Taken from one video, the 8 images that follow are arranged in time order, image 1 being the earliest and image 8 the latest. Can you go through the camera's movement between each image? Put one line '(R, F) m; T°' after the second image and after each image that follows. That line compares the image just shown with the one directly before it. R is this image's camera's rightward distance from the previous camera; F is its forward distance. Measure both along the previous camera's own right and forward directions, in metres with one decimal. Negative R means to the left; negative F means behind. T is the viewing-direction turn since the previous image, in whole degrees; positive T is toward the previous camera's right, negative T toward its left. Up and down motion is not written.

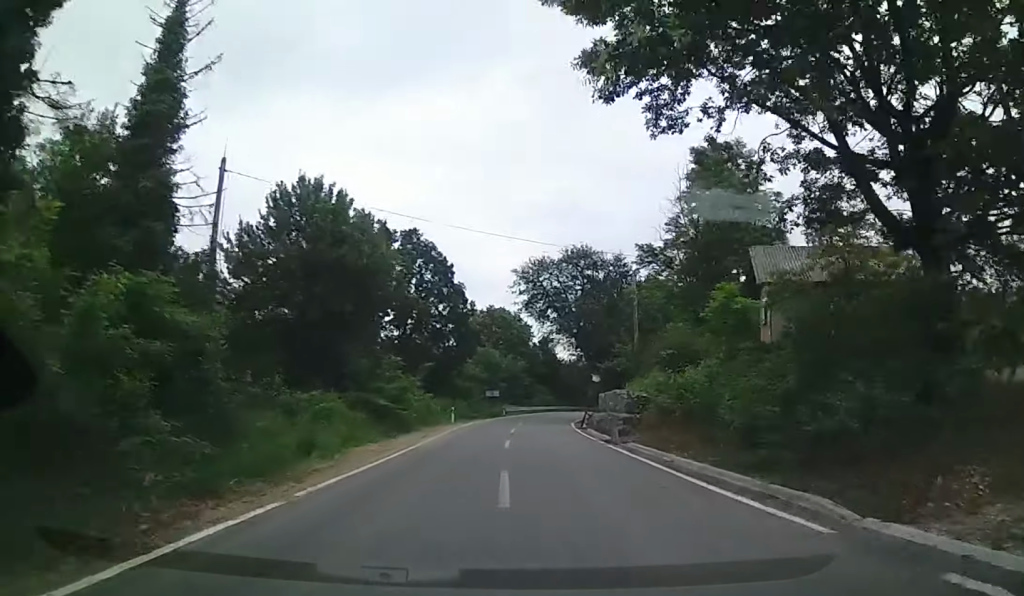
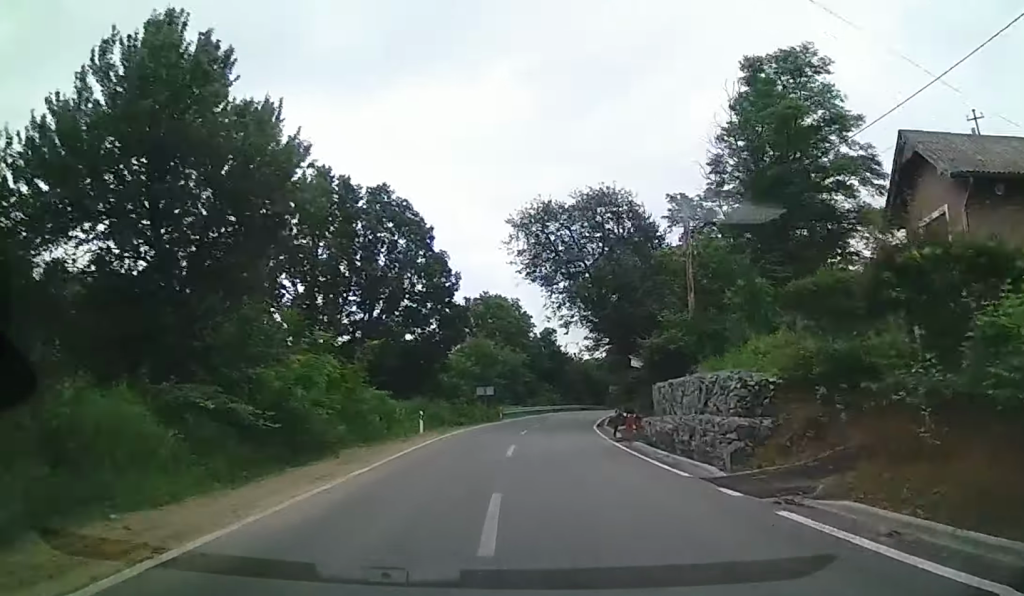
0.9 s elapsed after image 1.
(+0.2, +13.8) m; +2°
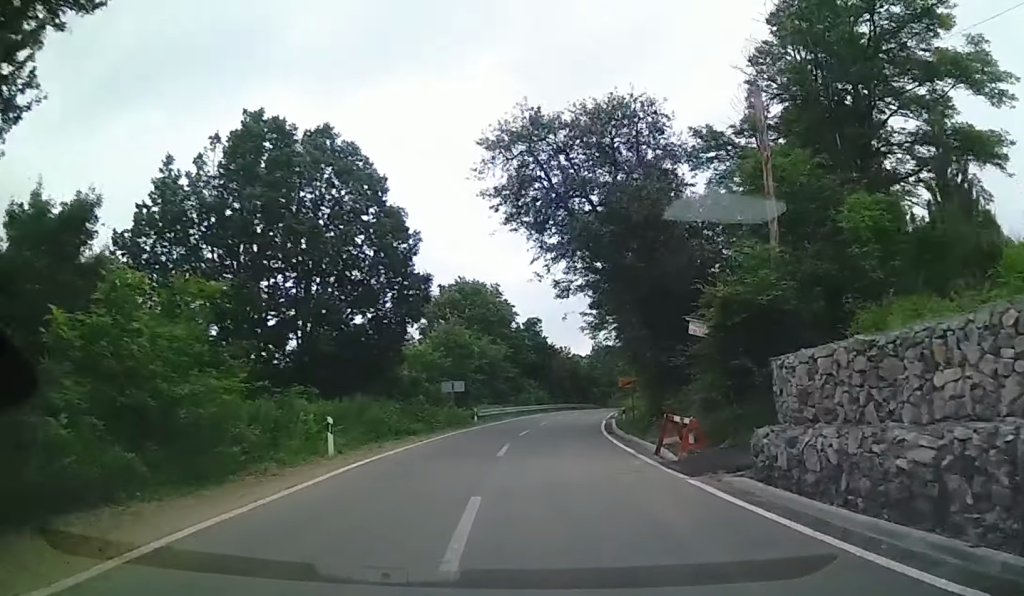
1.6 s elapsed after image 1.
(+0.2, +11.6) m; +2°
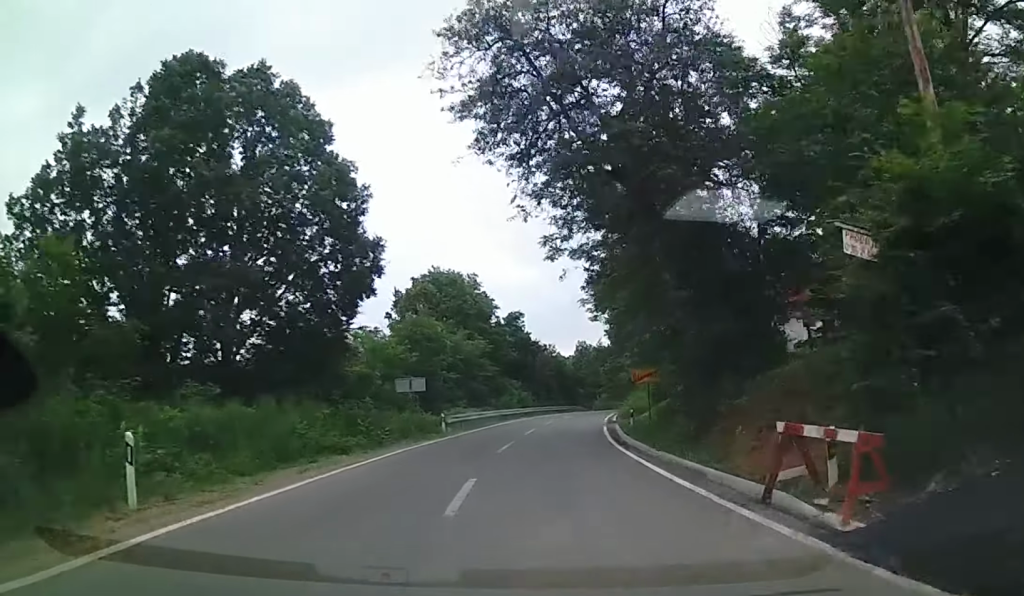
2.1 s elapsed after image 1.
(0.0, +8.4) m; +1°
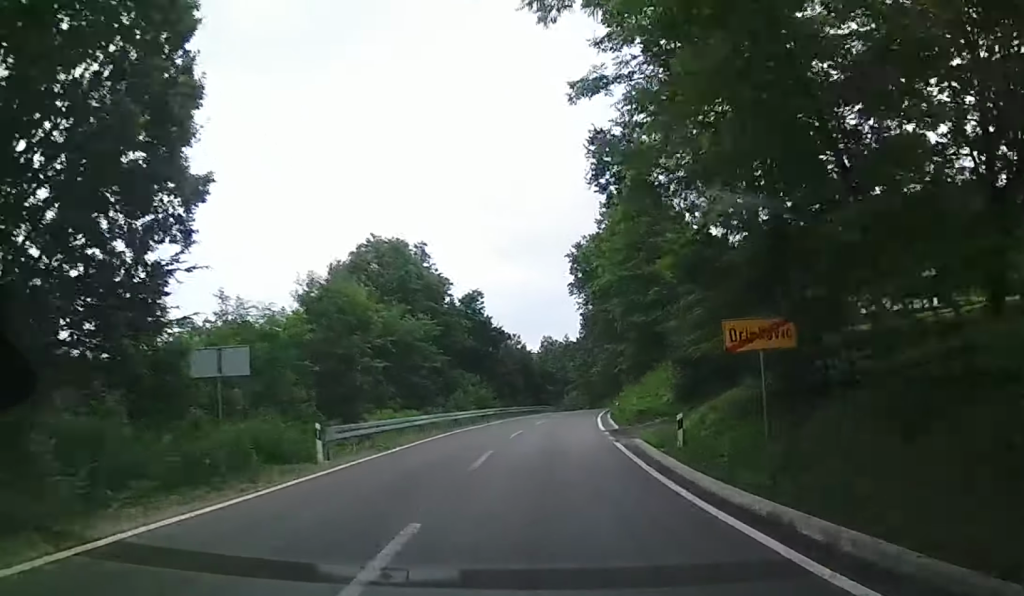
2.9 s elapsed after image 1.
(+0.3, +14.9) m; +4°
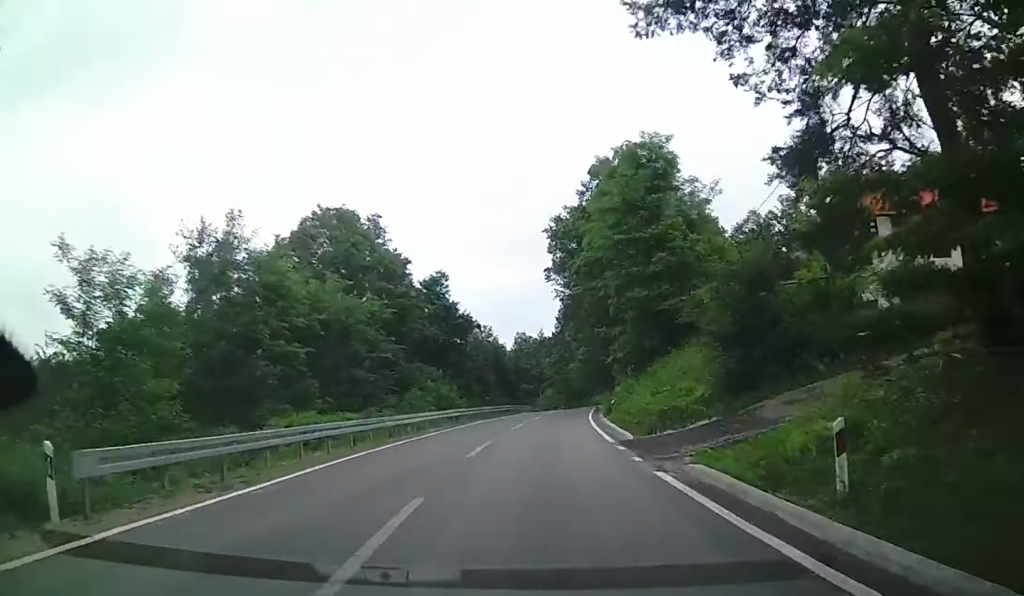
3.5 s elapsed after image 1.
(+0.4, +9.3) m; +2°
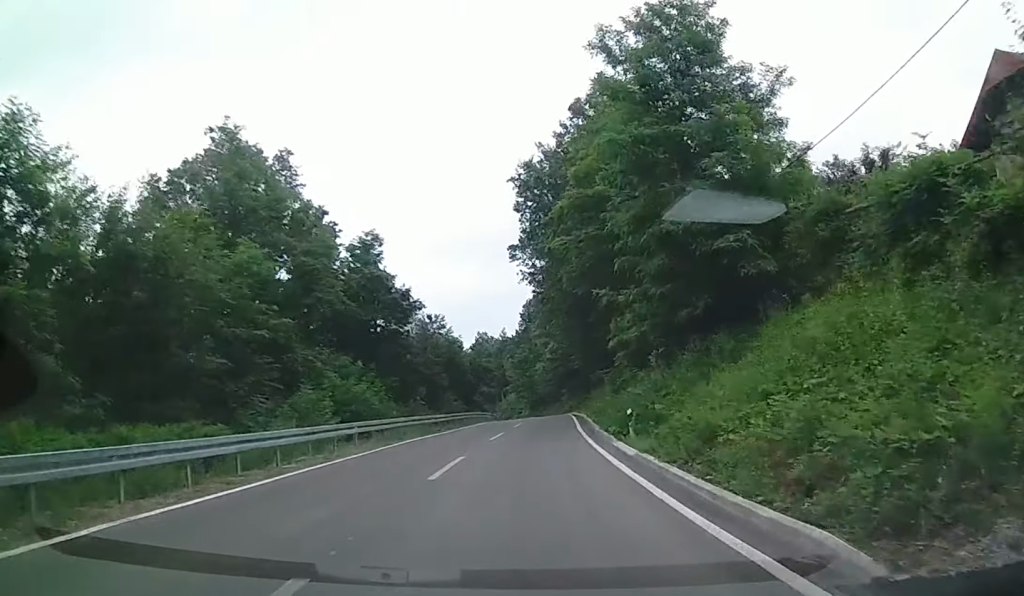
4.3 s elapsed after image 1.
(+0.6, +14.6) m; +2°
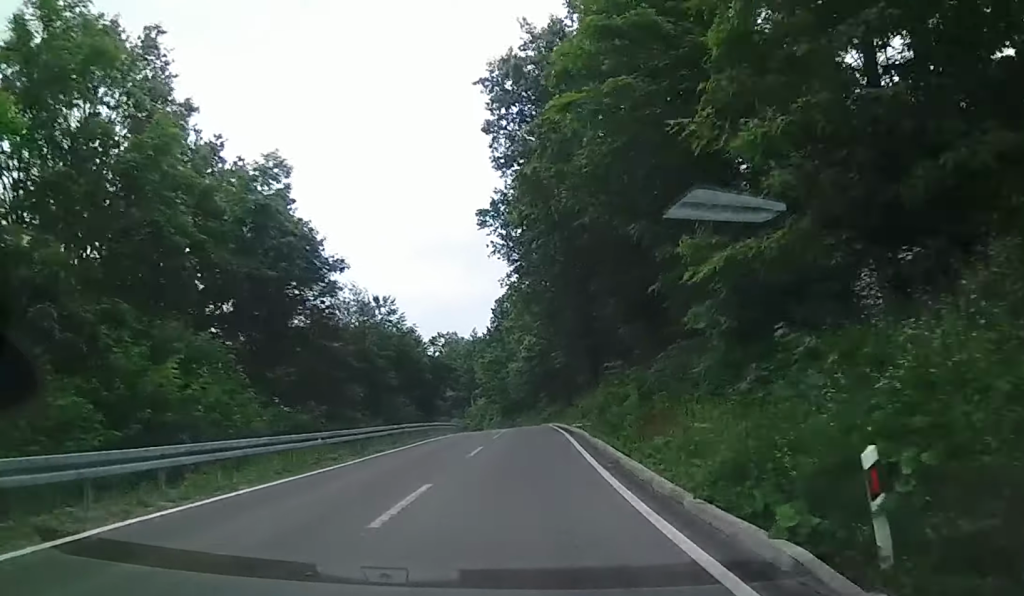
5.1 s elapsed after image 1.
(-0.2, +14.8) m; +1°
